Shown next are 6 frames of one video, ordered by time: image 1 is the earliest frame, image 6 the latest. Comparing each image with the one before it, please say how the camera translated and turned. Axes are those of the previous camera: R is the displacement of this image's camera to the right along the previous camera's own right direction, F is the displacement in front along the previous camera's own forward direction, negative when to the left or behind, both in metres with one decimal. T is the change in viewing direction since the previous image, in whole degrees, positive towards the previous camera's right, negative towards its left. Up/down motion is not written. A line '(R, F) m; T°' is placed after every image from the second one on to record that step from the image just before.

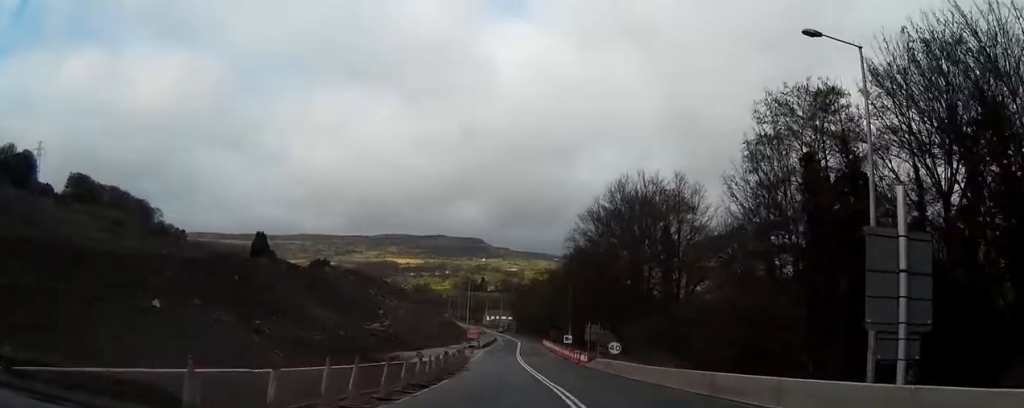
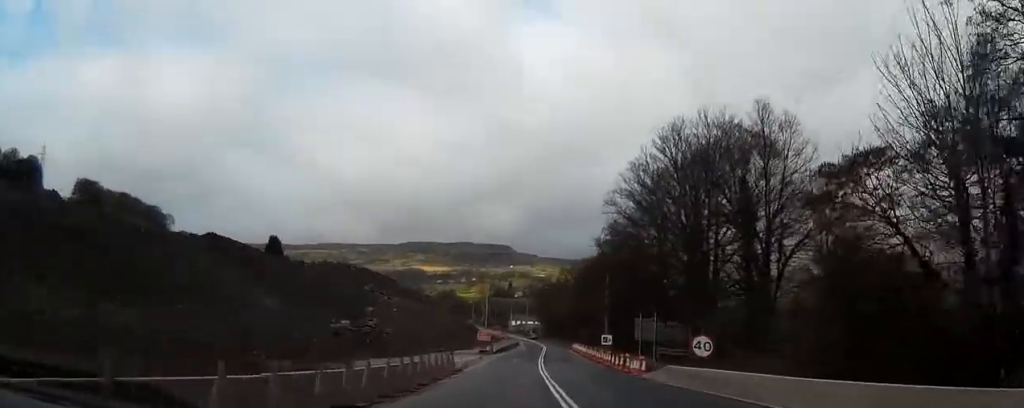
(-0.5, +18.9) m; -3°
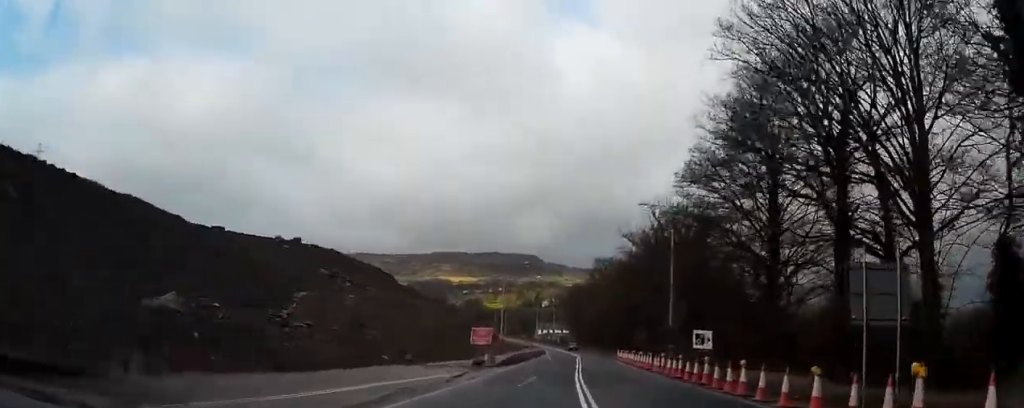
(-1.0, +28.5) m; -3°
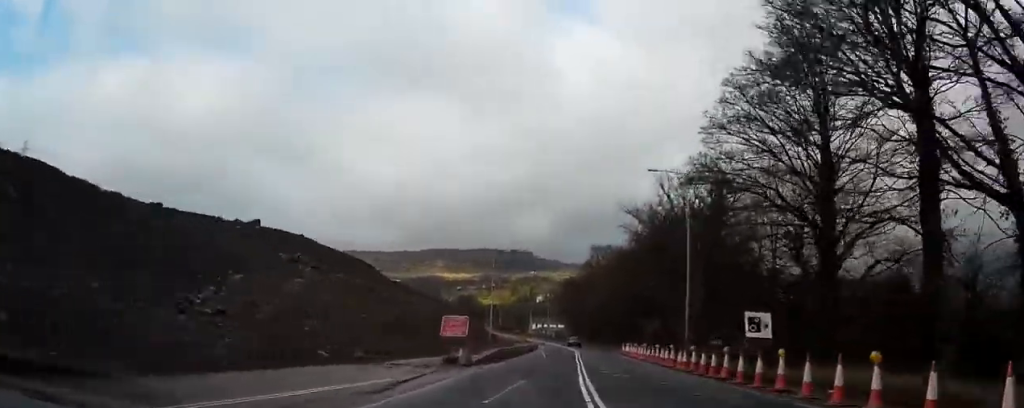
(0.0, +9.6) m; 0°
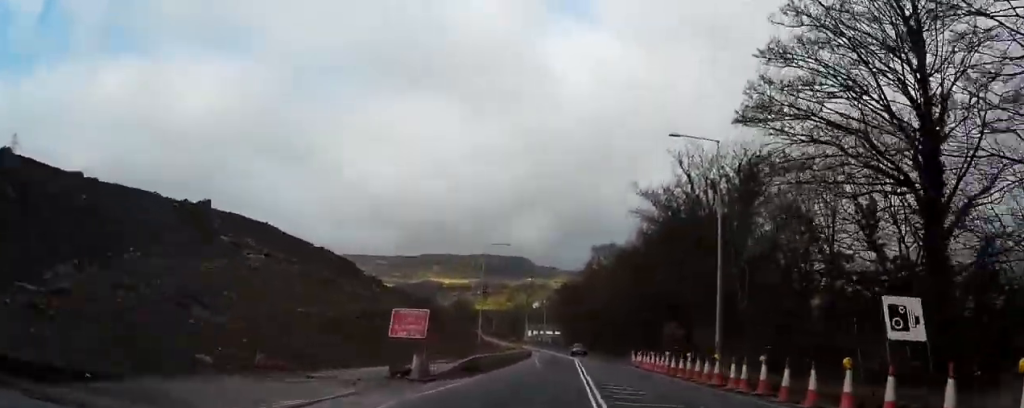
(0.0, +10.1) m; 0°
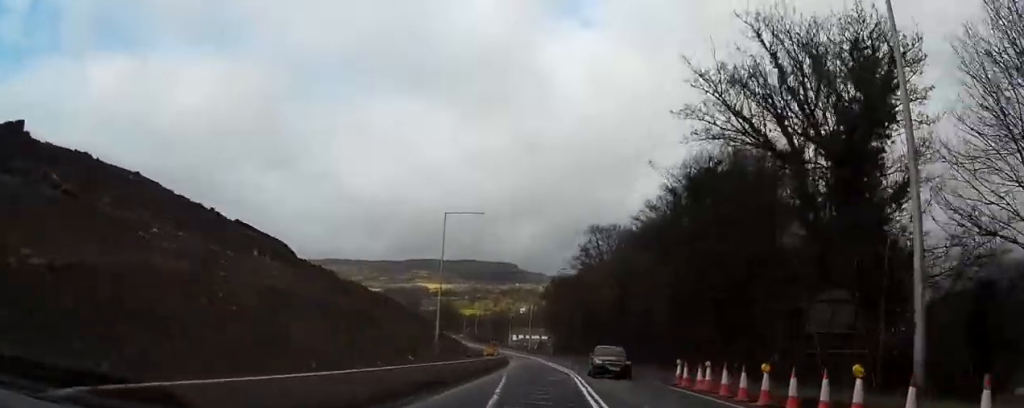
(0.0, +23.5) m; +1°
